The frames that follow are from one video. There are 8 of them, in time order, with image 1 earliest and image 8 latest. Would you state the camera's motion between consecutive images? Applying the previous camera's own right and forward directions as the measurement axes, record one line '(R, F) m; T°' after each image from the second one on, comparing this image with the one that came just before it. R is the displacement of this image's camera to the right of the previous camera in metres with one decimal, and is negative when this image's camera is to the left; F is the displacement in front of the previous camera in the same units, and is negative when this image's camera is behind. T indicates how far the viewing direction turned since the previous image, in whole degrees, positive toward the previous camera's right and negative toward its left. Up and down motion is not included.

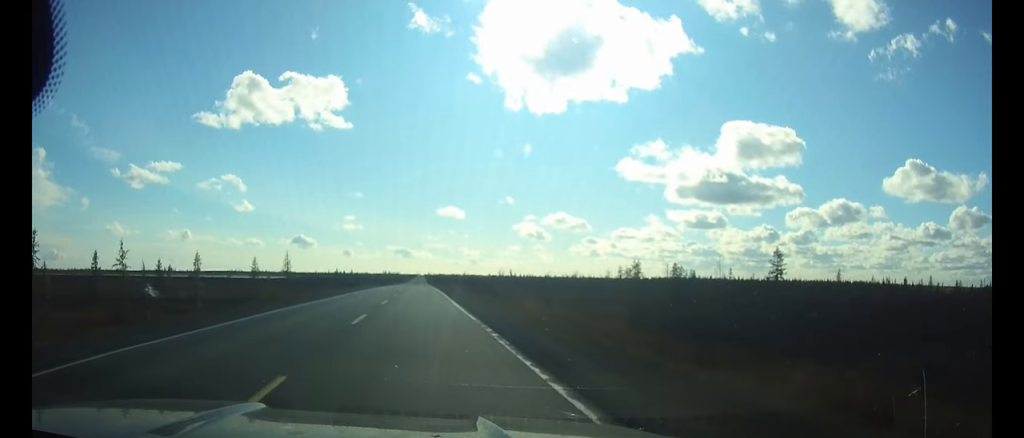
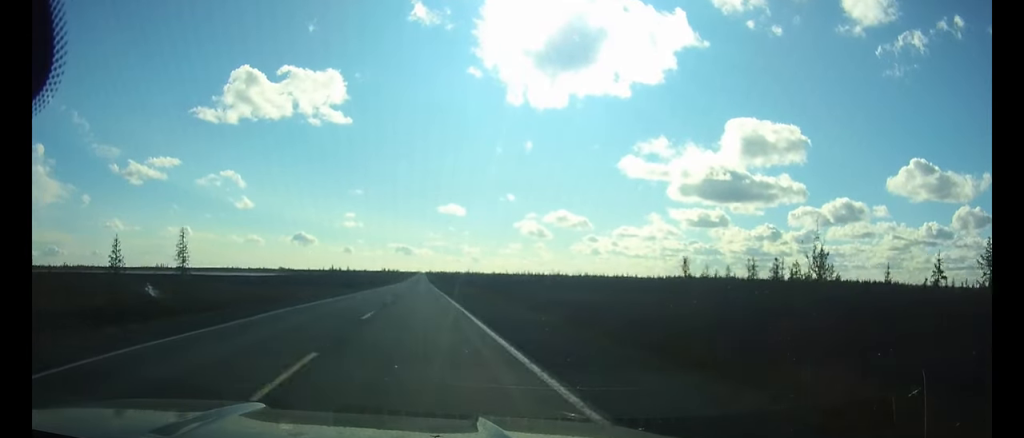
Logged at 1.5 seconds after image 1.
(0.0, +46.3) m; 0°
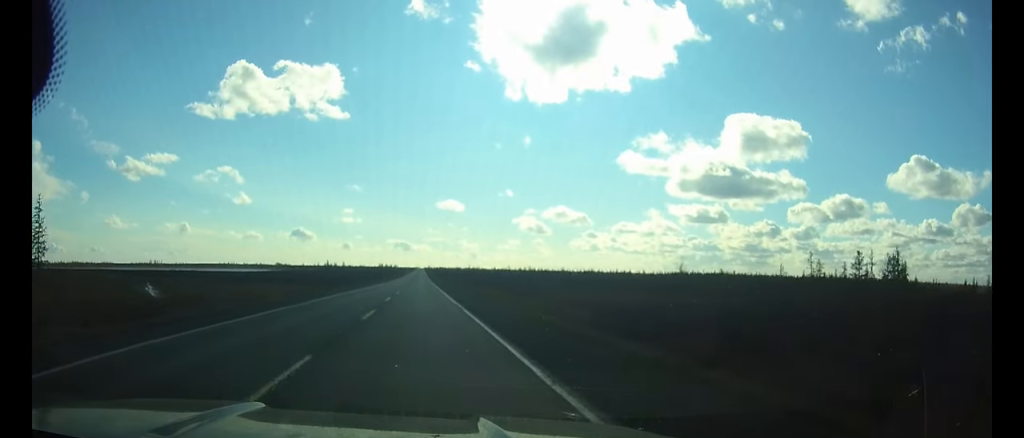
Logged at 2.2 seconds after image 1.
(0.0, +25.3) m; 0°
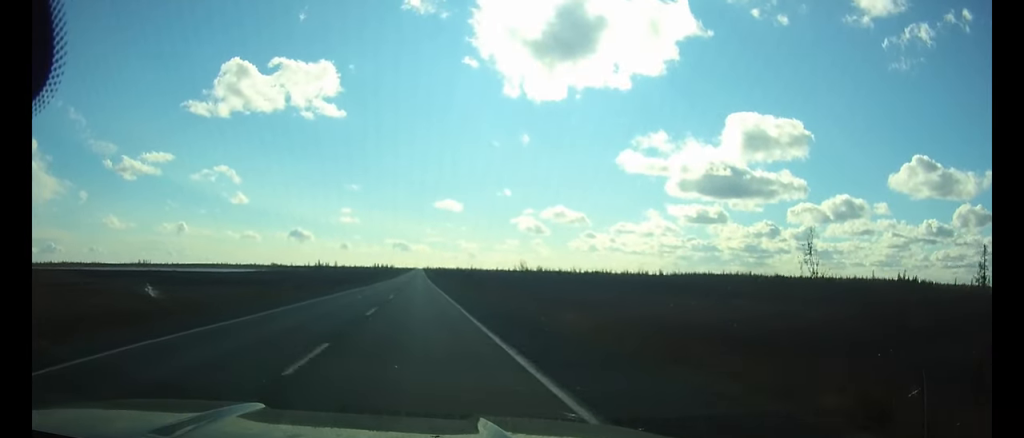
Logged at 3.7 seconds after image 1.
(0.0, +45.9) m; 0°
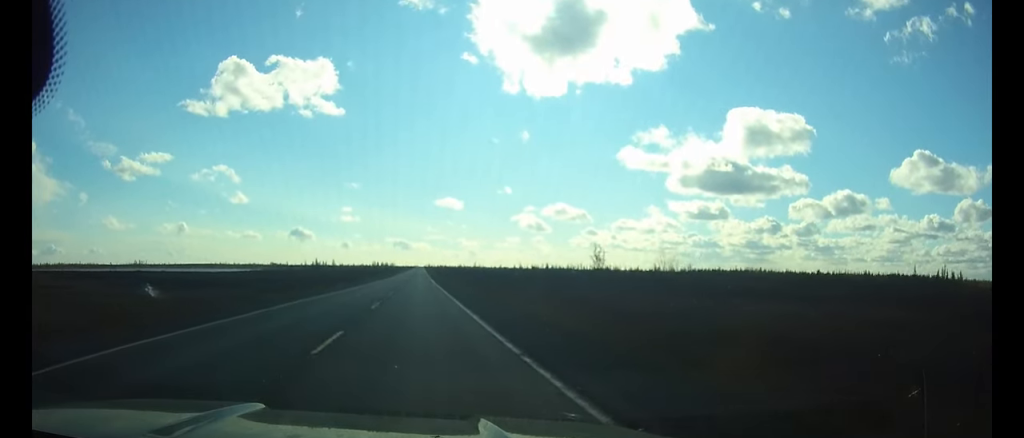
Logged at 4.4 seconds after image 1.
(0.0, +21.3) m; 0°
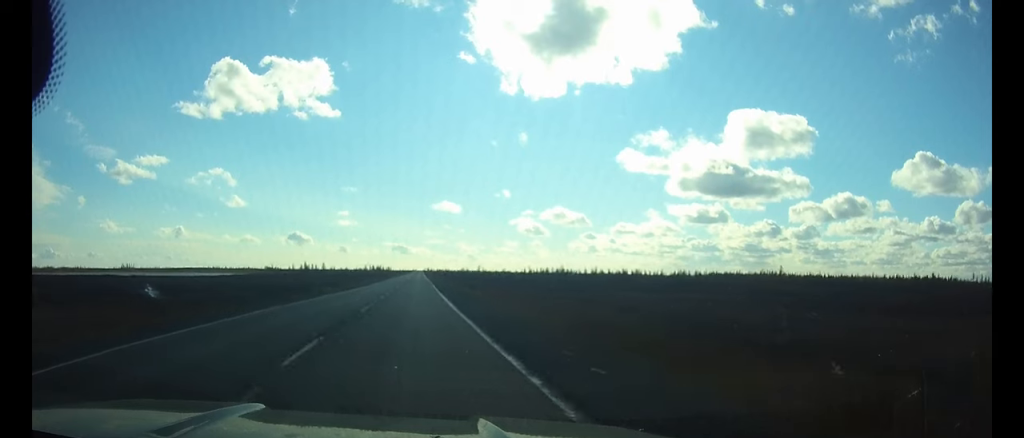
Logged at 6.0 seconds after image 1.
(0.0, +48.7) m; 0°
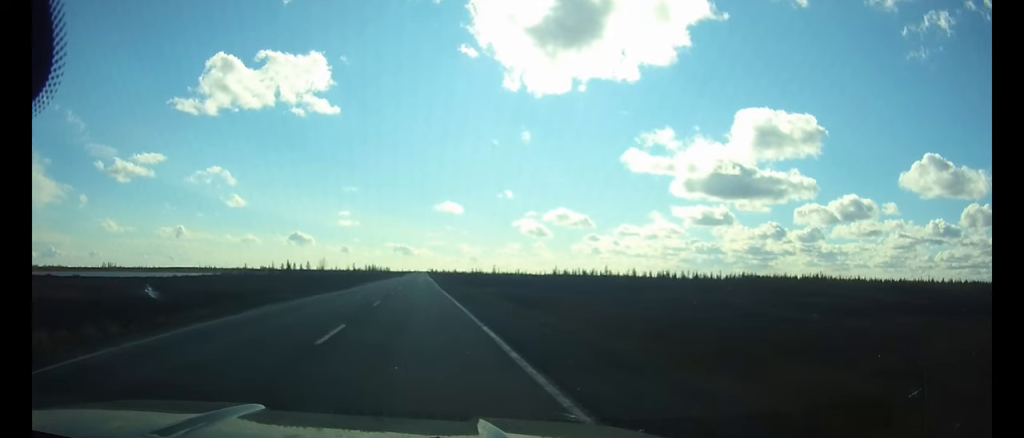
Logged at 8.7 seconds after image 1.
(-0.1, +79.0) m; 0°
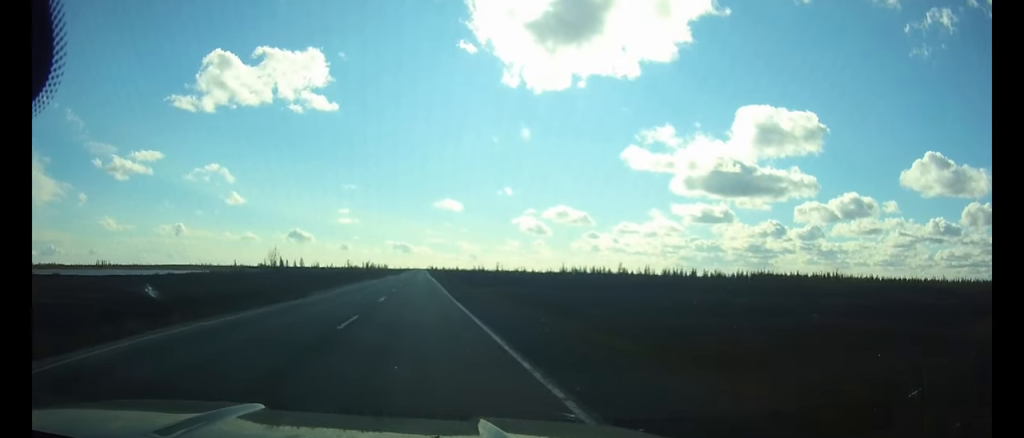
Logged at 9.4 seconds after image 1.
(0.0, +20.2) m; 0°
